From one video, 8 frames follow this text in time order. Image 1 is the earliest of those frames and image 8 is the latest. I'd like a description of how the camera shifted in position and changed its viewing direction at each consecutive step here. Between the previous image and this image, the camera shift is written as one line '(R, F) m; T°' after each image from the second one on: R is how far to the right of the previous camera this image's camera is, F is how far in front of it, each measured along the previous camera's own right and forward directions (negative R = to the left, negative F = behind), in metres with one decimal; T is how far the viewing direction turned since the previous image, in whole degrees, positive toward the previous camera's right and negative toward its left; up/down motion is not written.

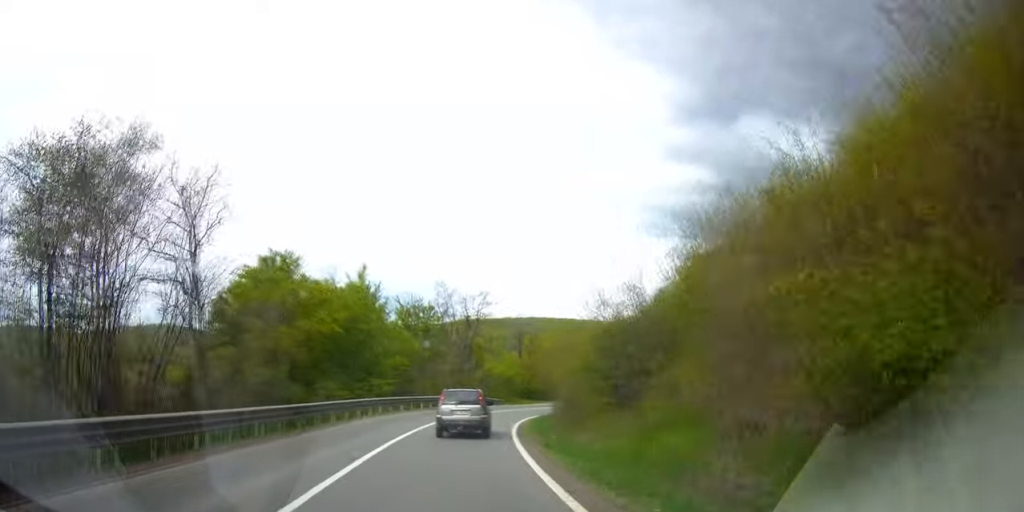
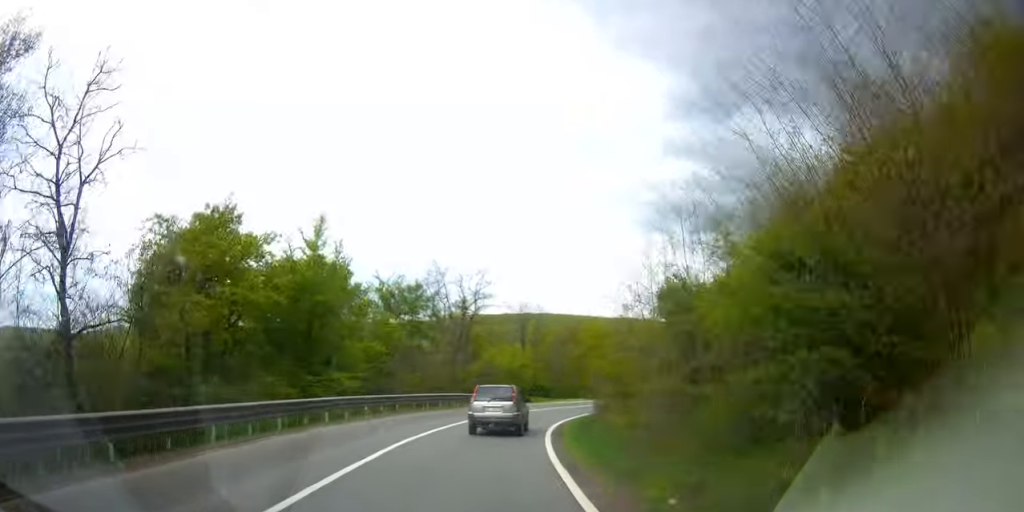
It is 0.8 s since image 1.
(-0.3, +11.7) m; -3°
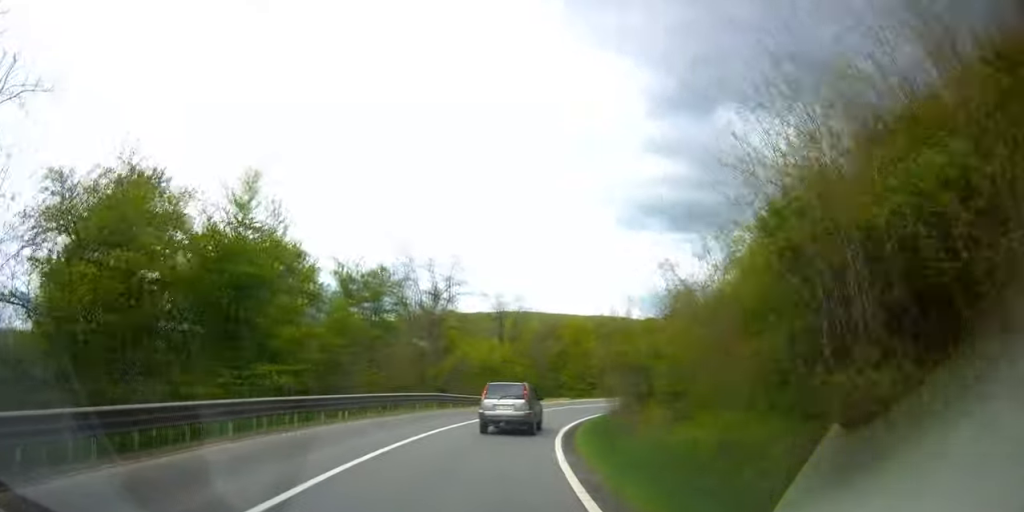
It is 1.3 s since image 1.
(+0.1, +7.2) m; -1°
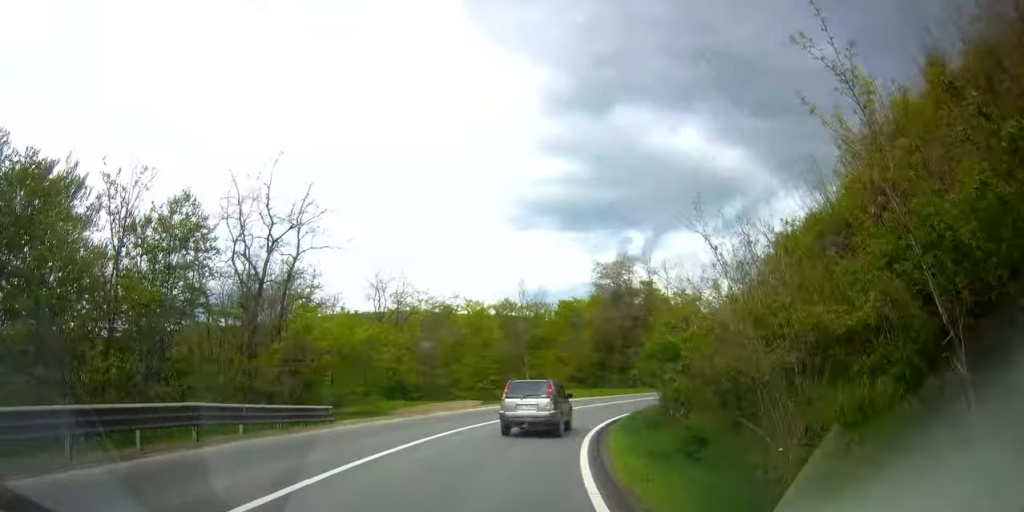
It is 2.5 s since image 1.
(-0.5, +20.0) m; -2°
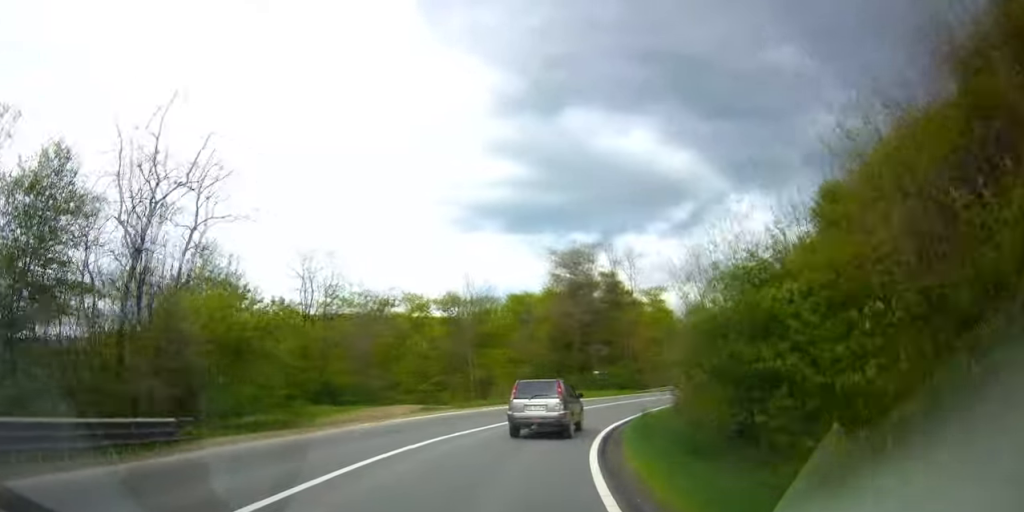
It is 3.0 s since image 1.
(0.0, +7.8) m; -1°
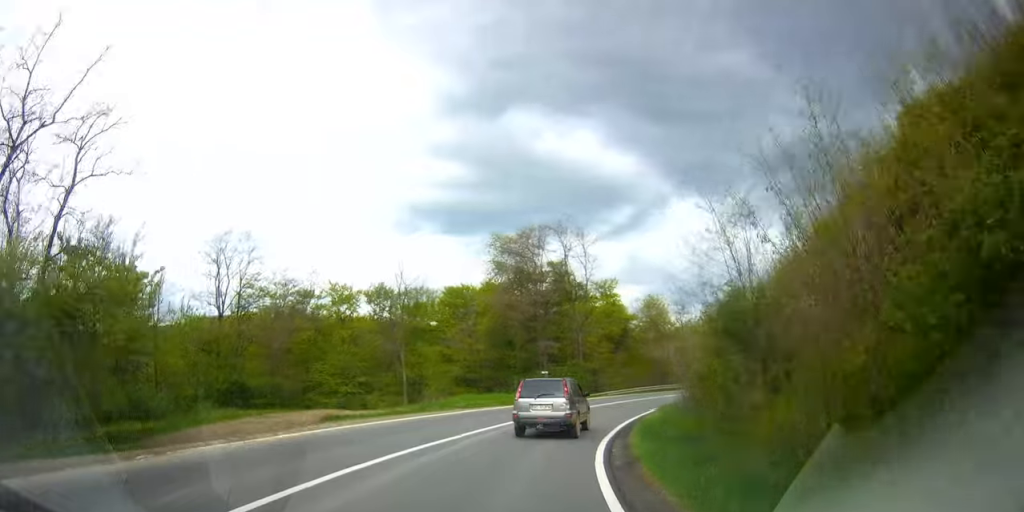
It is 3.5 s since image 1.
(-0.1, +7.6) m; +3°
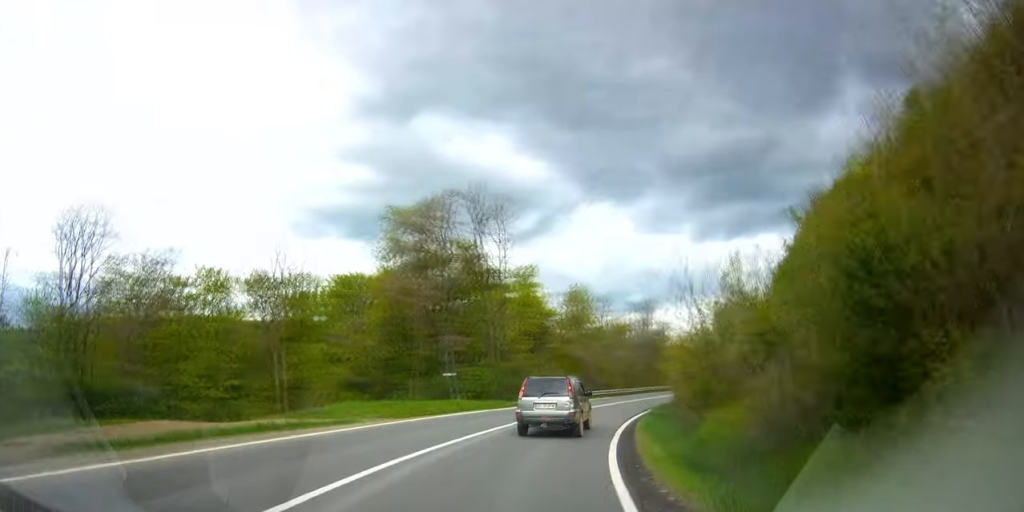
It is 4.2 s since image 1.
(-1.0, +10.5) m; +10°
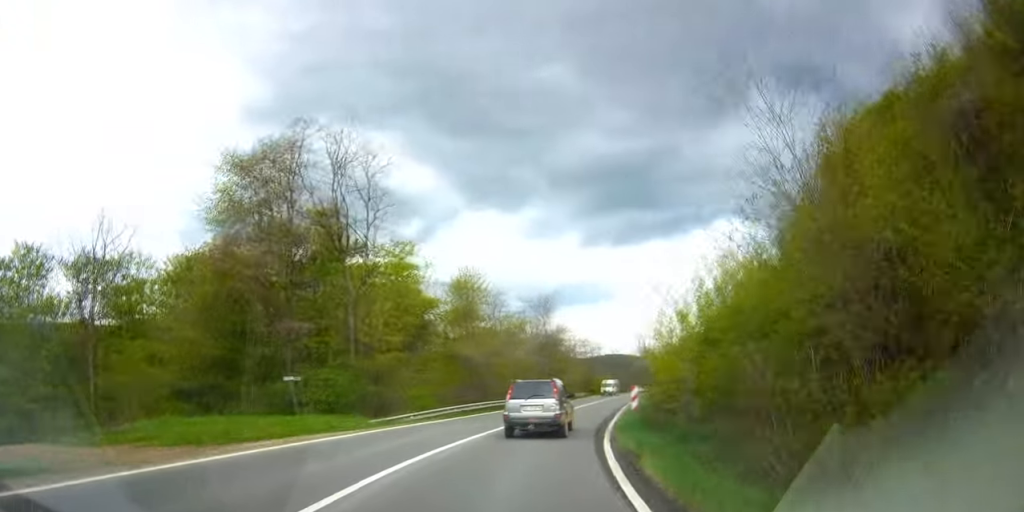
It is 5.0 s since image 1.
(+3.4, +11.5) m; +16°
